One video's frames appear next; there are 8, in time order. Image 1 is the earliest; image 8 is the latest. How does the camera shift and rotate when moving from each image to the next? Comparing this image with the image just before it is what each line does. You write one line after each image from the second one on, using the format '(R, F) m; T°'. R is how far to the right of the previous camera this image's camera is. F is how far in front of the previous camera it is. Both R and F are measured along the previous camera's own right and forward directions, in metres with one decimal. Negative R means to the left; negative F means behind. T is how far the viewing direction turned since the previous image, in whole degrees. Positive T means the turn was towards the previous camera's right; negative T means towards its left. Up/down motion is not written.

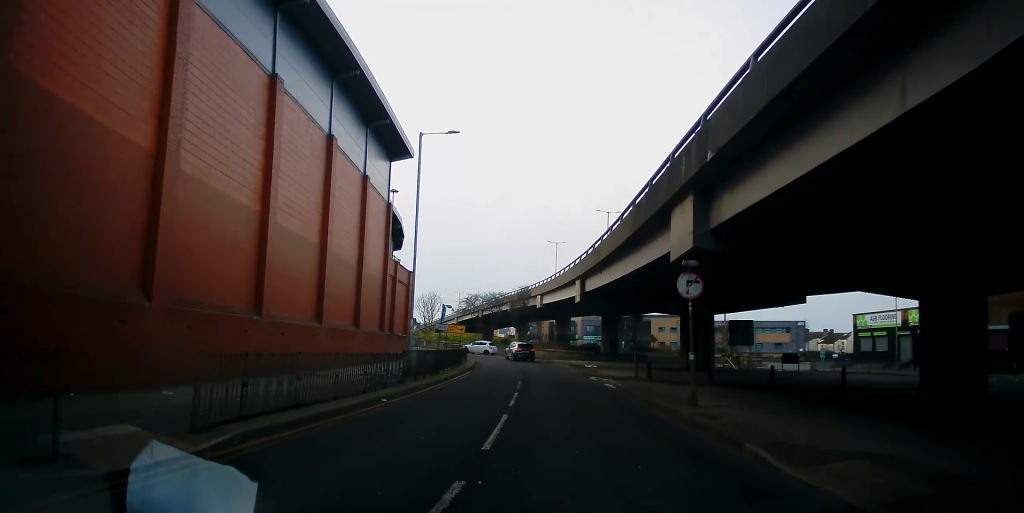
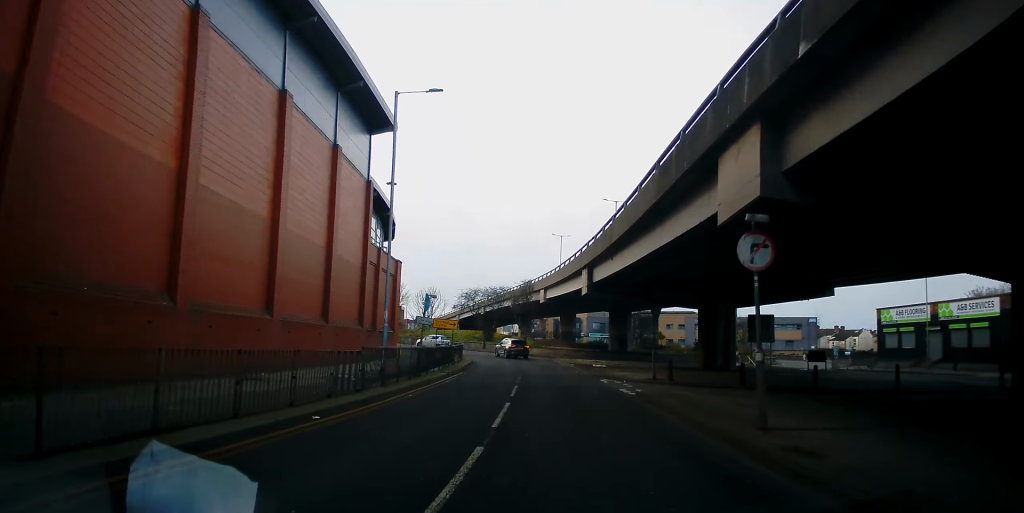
(-0.1, +4.3) m; -1°
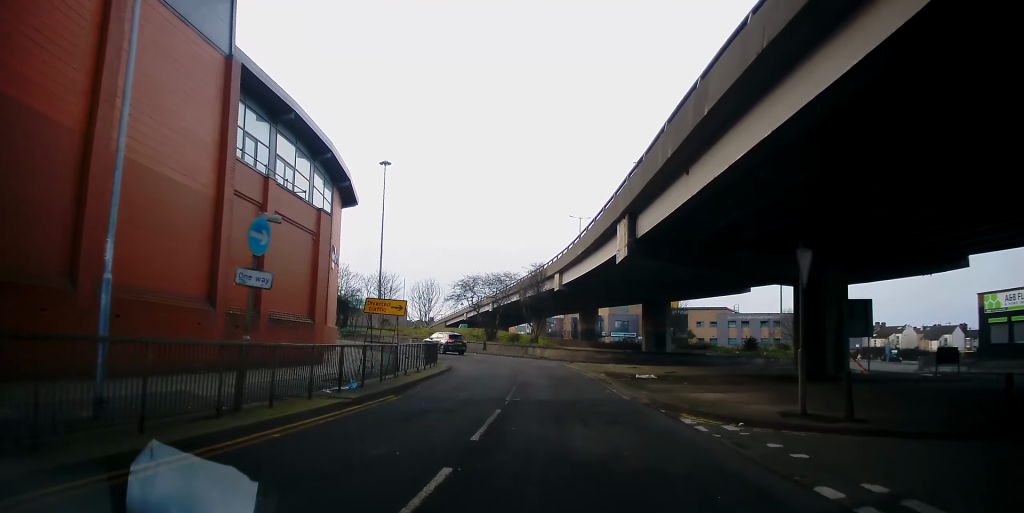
(-0.5, +14.6) m; -2°
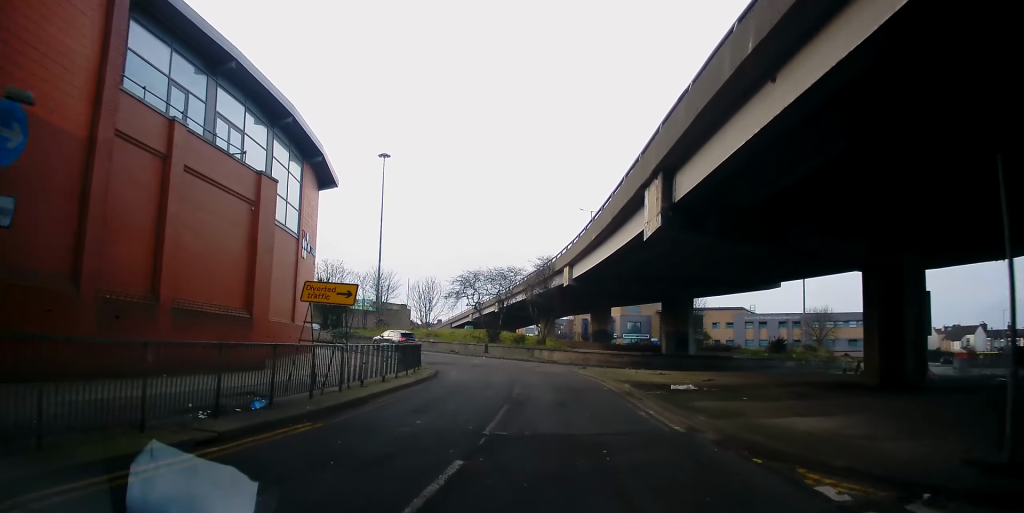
(0.0, +5.5) m; 0°
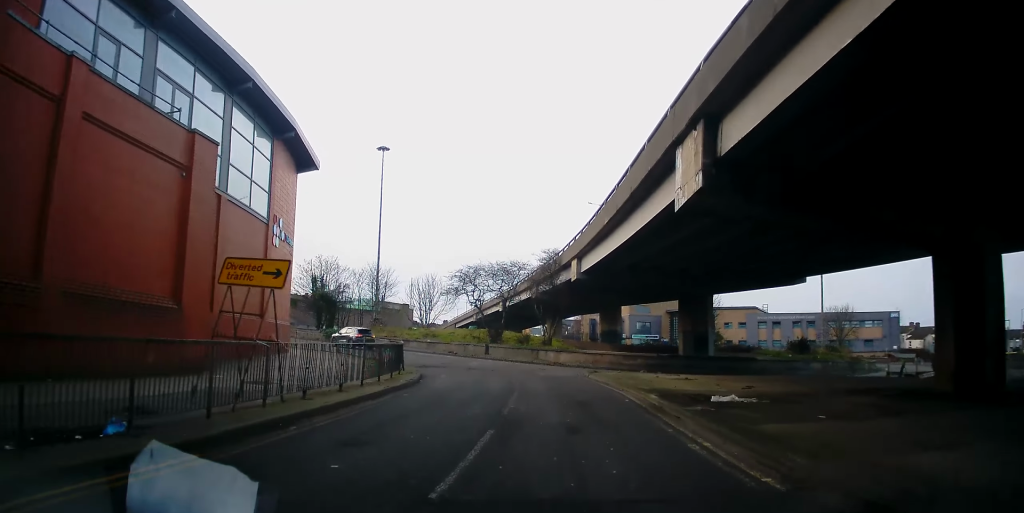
(0.0, +4.1) m; 0°
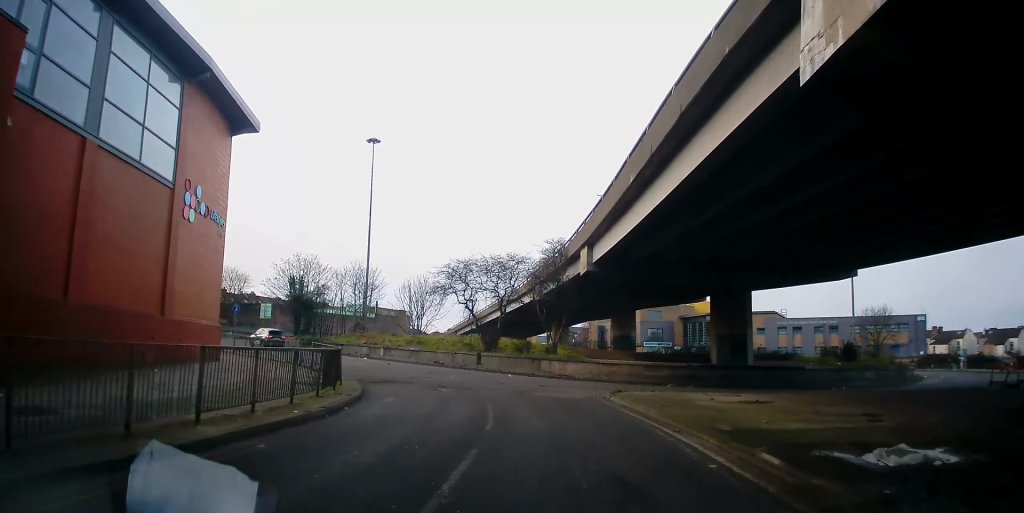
(0.0, +7.7) m; -1°
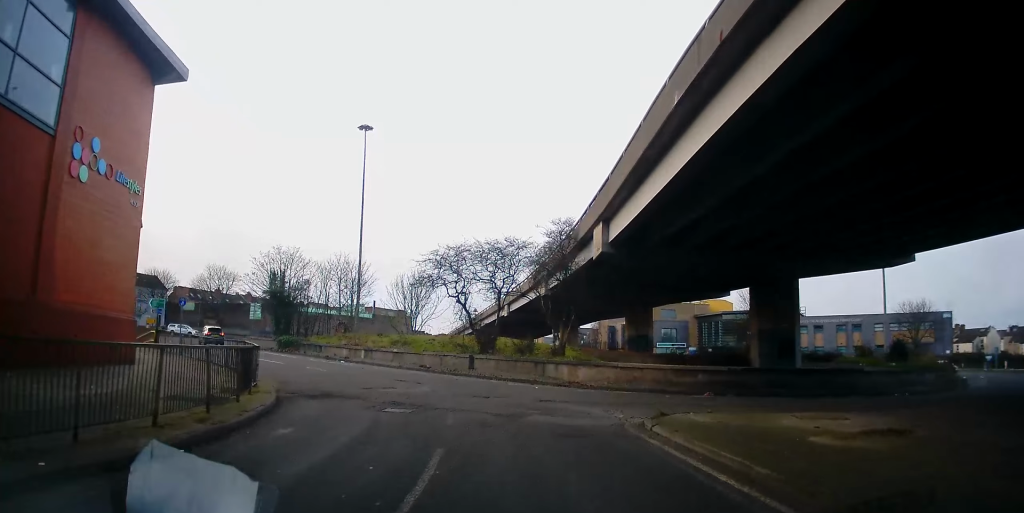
(-0.1, +6.1) m; -6°
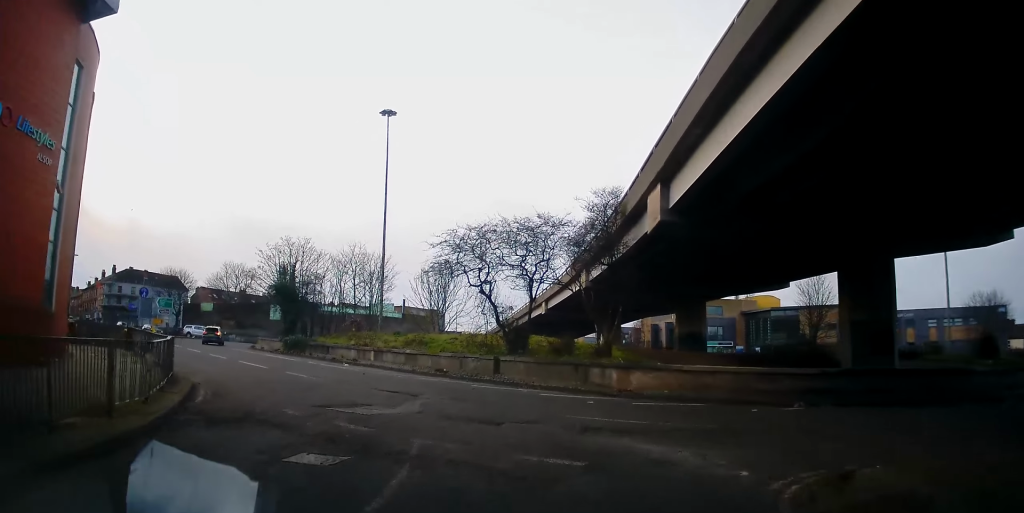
(-0.5, +5.5) m; -11°
